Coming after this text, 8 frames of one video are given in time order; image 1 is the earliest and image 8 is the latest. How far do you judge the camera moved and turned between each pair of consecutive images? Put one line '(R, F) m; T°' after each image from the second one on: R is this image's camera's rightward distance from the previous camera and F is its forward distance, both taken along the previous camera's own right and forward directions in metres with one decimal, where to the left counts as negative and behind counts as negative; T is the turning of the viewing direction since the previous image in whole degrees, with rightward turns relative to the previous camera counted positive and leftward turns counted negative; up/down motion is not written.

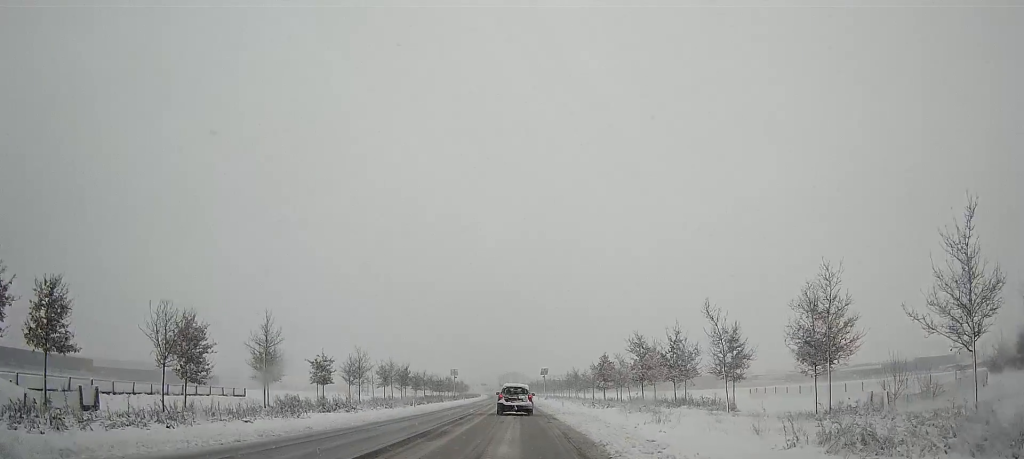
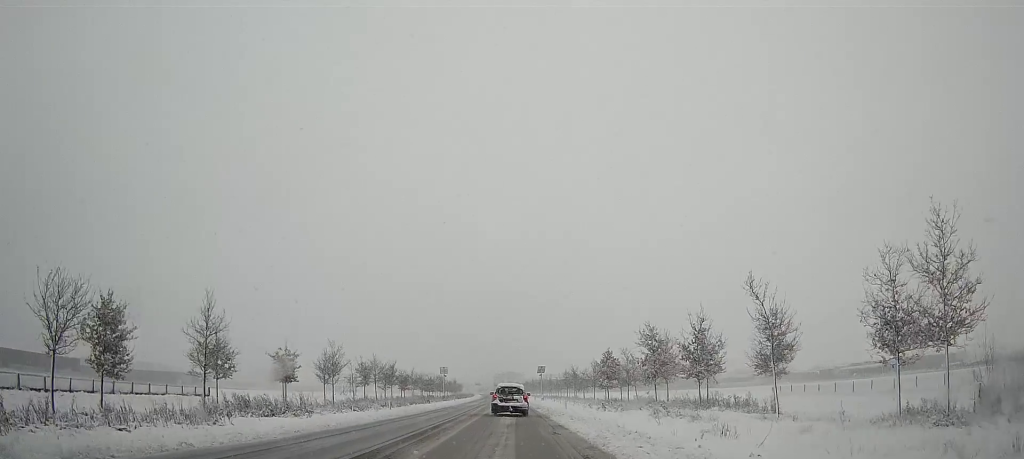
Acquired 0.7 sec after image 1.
(+0.1, +7.9) m; 0°
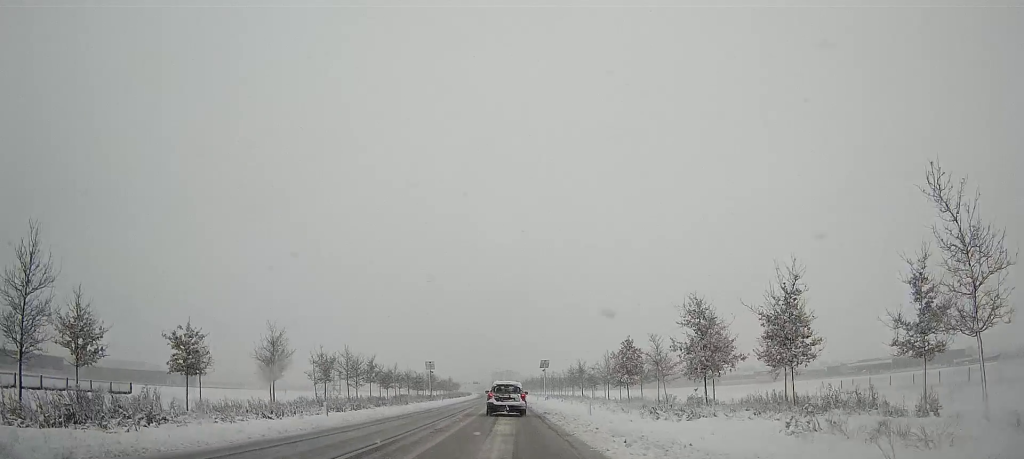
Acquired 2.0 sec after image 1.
(-0.1, +14.5) m; 0°
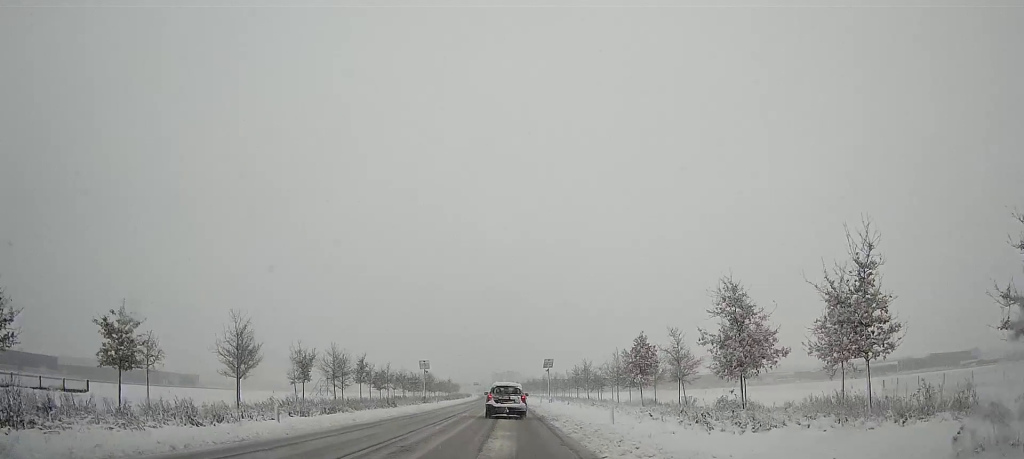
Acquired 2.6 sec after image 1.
(0.0, +6.2) m; 0°
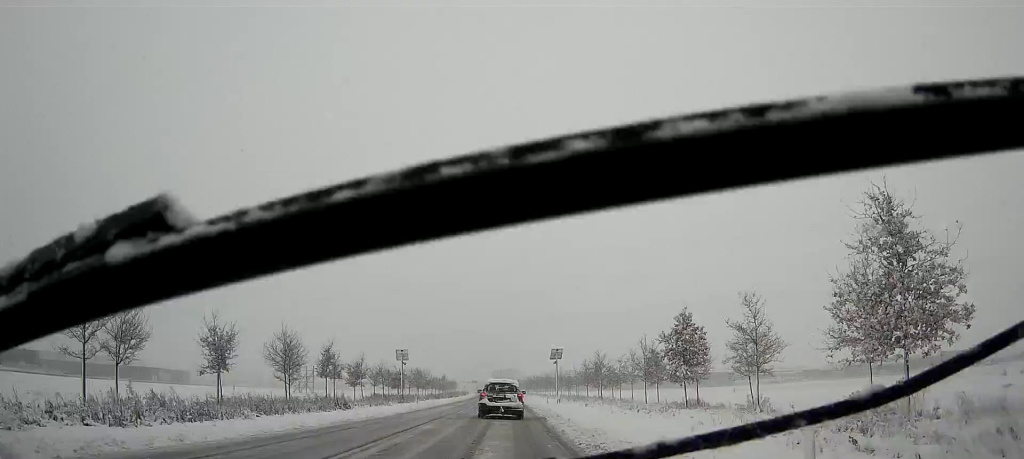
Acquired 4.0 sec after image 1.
(+0.1, +15.0) m; 0°
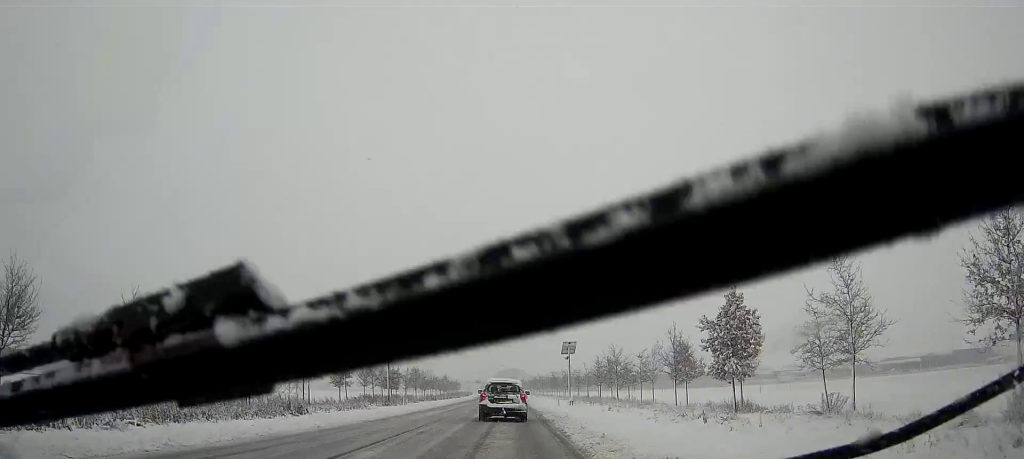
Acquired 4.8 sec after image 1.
(-0.1, +9.0) m; 0°
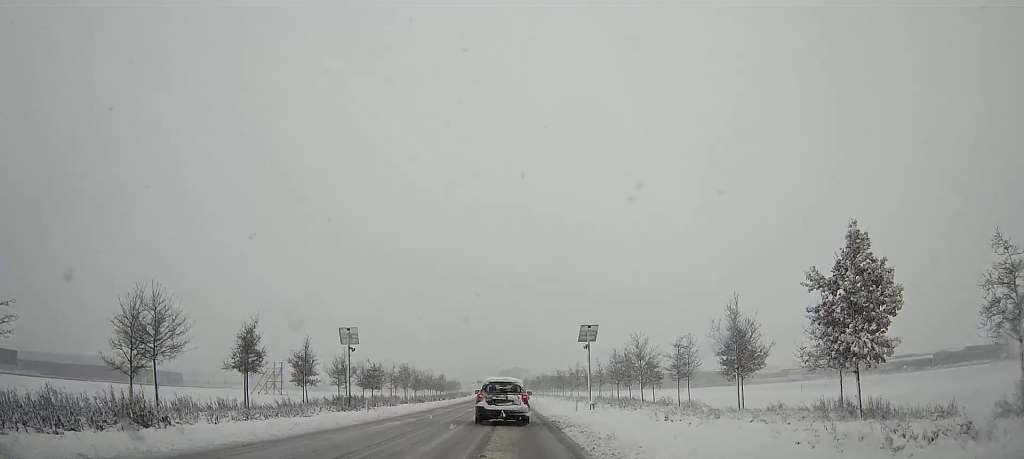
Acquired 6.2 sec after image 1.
(+0.1, +13.0) m; +1°
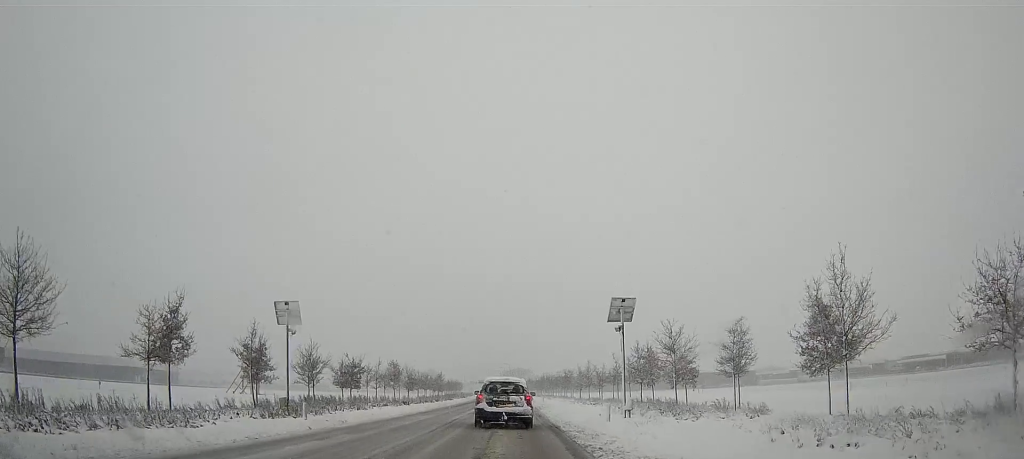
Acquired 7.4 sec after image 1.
(-0.1, +11.5) m; -1°
